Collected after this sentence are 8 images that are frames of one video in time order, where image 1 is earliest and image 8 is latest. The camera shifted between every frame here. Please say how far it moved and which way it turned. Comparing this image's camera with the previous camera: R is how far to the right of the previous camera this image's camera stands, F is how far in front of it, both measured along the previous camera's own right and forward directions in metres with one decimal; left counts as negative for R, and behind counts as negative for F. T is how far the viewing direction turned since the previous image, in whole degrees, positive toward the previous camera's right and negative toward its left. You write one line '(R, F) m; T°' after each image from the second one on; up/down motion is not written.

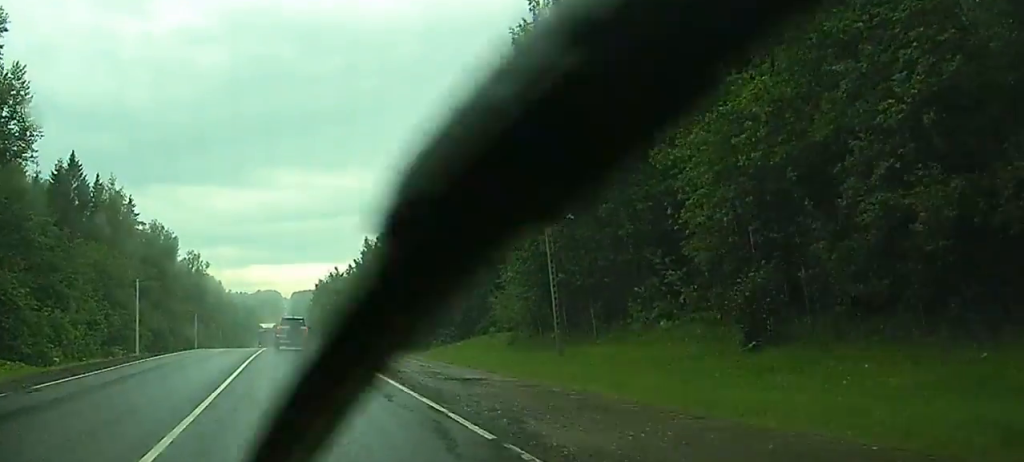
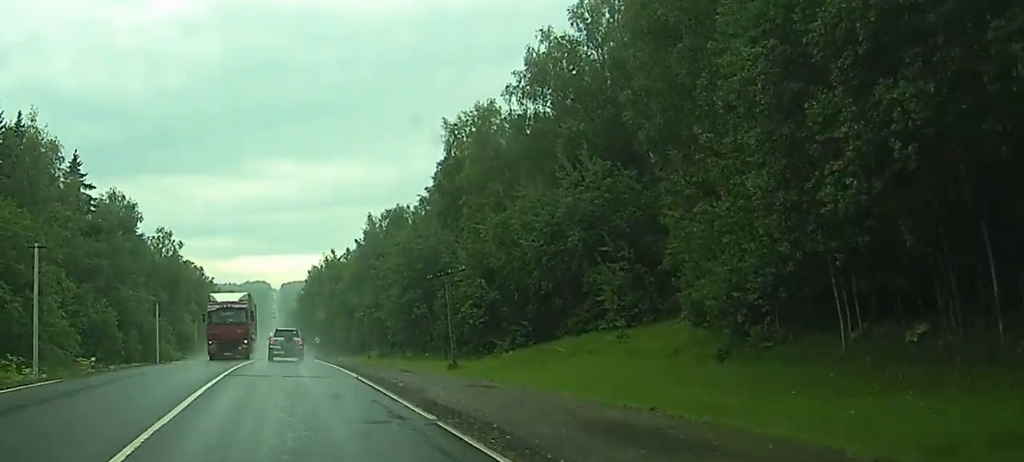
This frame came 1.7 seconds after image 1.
(0.0, +31.7) m; +1°
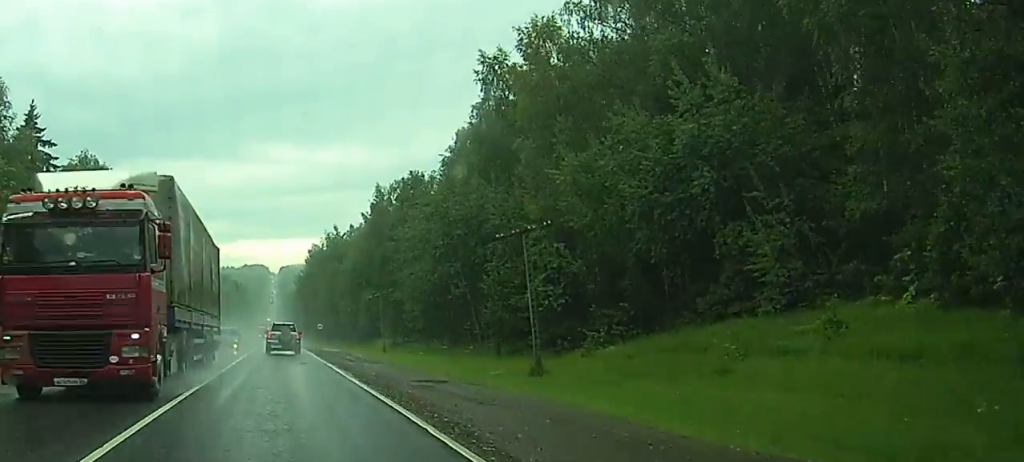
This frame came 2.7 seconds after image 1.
(+0.2, +18.9) m; 0°
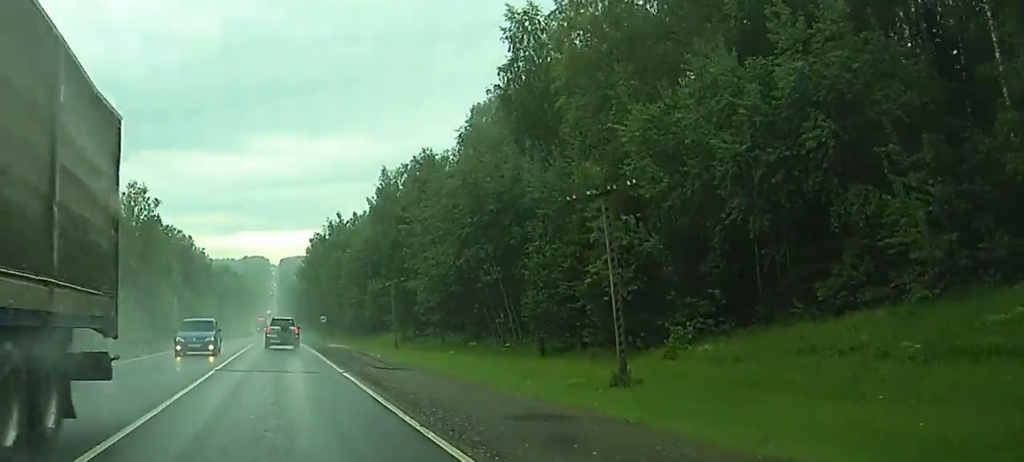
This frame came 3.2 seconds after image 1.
(0.0, +9.4) m; -1°
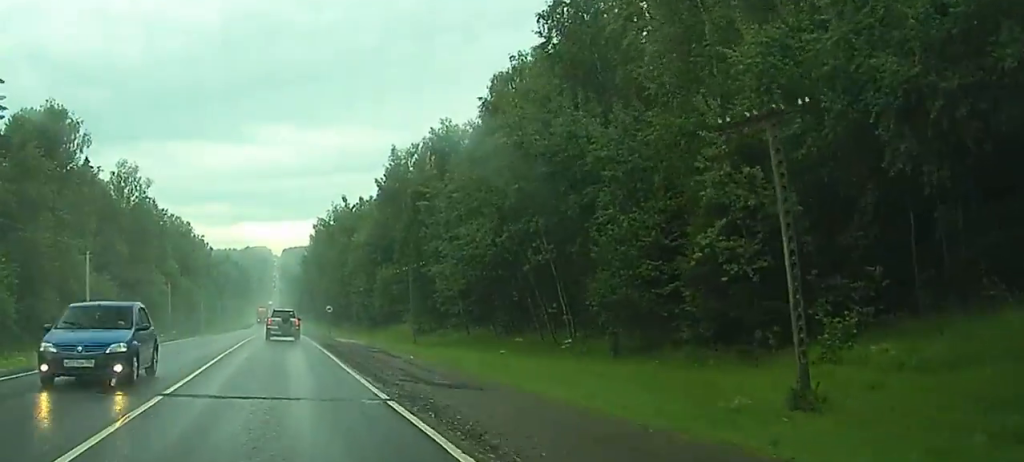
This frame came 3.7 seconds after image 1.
(0.0, +10.0) m; -1°
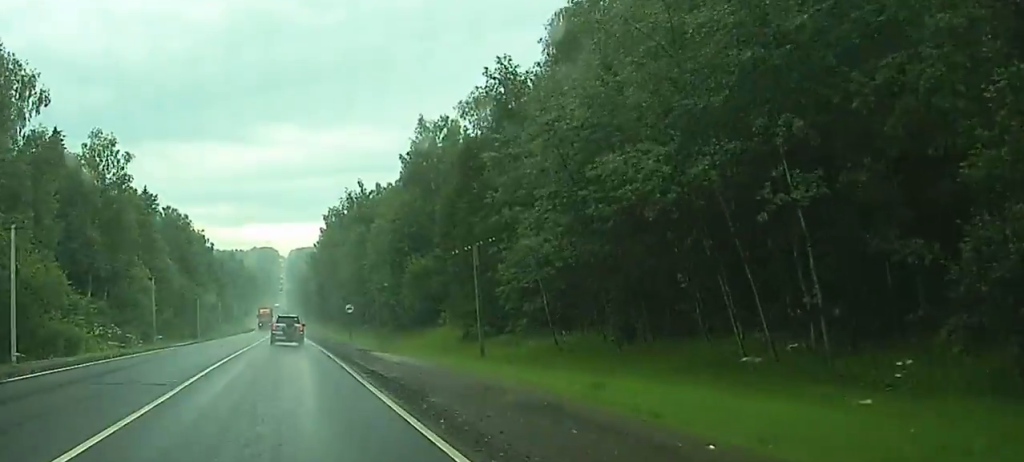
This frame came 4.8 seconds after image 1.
(-0.3, +21.2) m; 0°
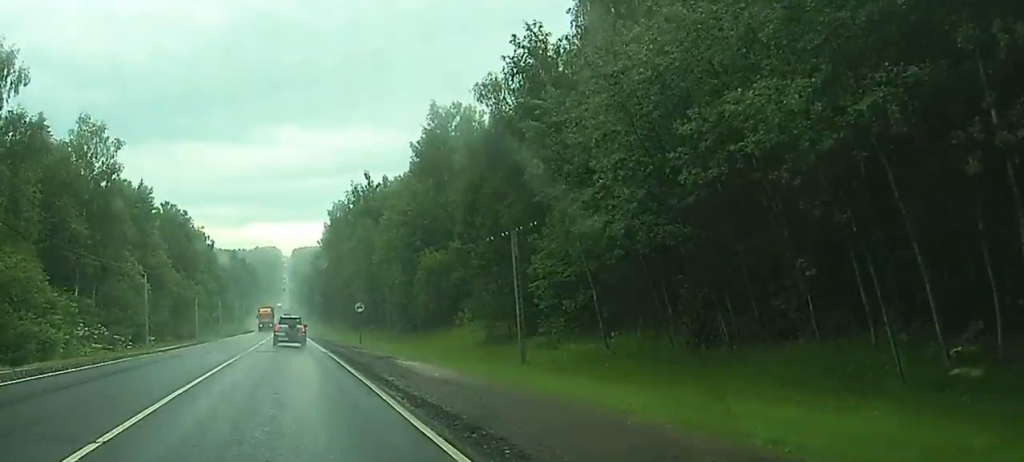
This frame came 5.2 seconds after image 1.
(0.0, +7.5) m; 0°
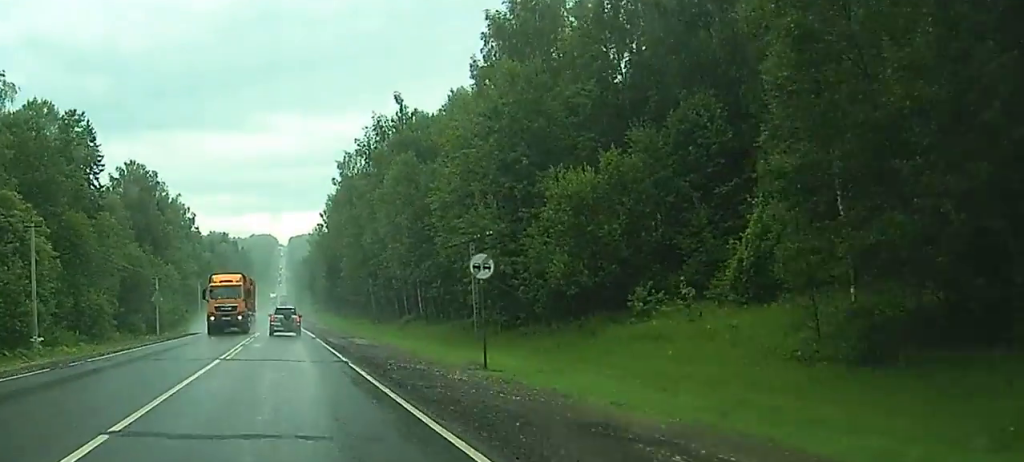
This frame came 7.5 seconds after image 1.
(+0.6, +42.8) m; 0°
